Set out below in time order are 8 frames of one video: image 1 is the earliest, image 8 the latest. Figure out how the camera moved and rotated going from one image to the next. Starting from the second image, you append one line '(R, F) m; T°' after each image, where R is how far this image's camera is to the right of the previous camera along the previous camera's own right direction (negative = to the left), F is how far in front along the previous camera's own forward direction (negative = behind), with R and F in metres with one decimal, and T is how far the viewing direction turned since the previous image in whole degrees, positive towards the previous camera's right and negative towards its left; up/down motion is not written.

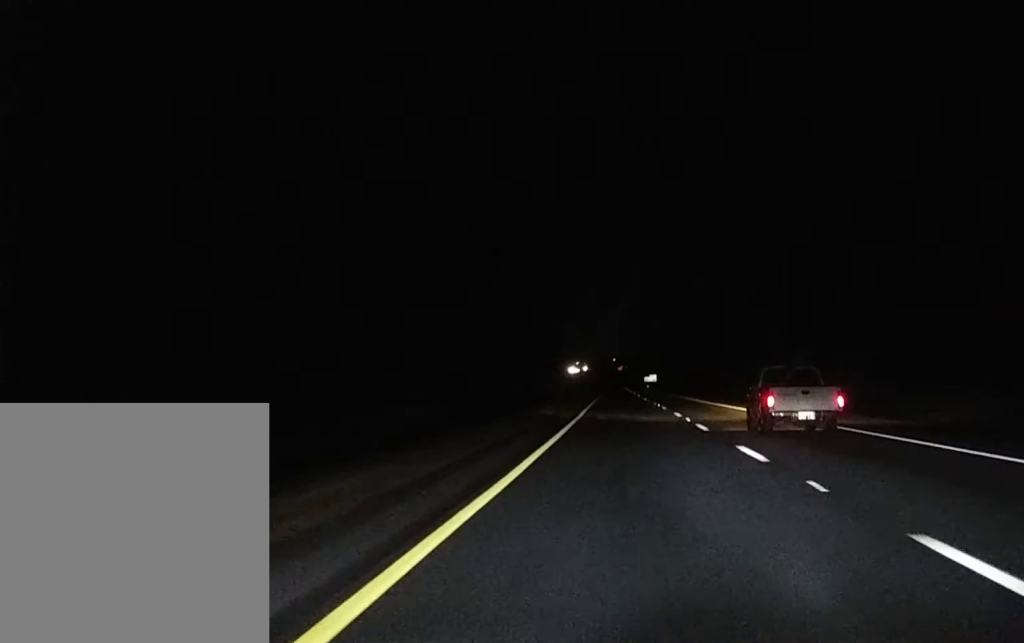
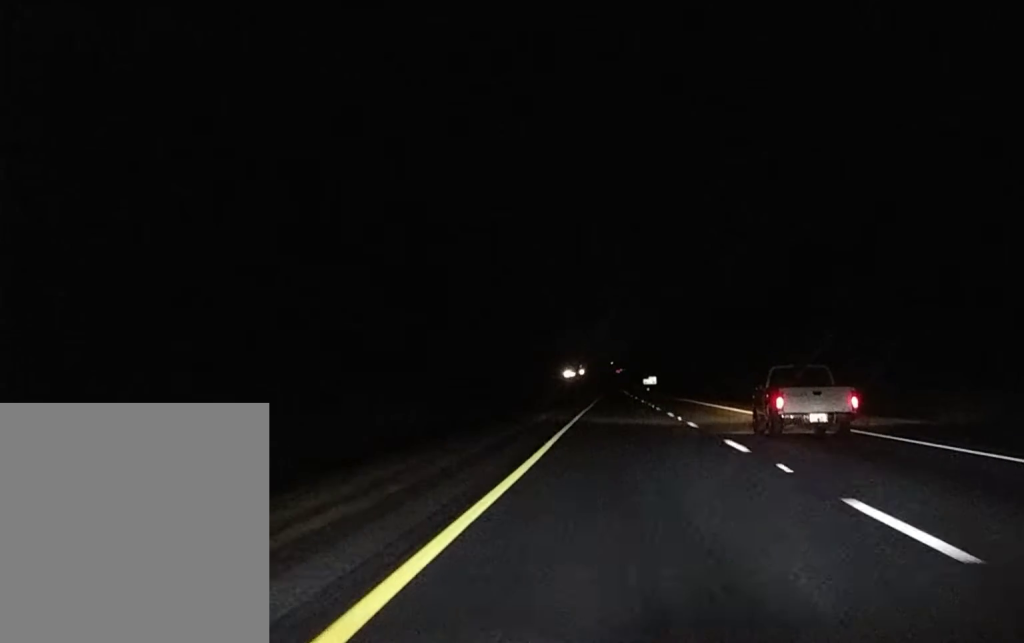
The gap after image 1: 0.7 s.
(0.0, +19.0) m; 0°
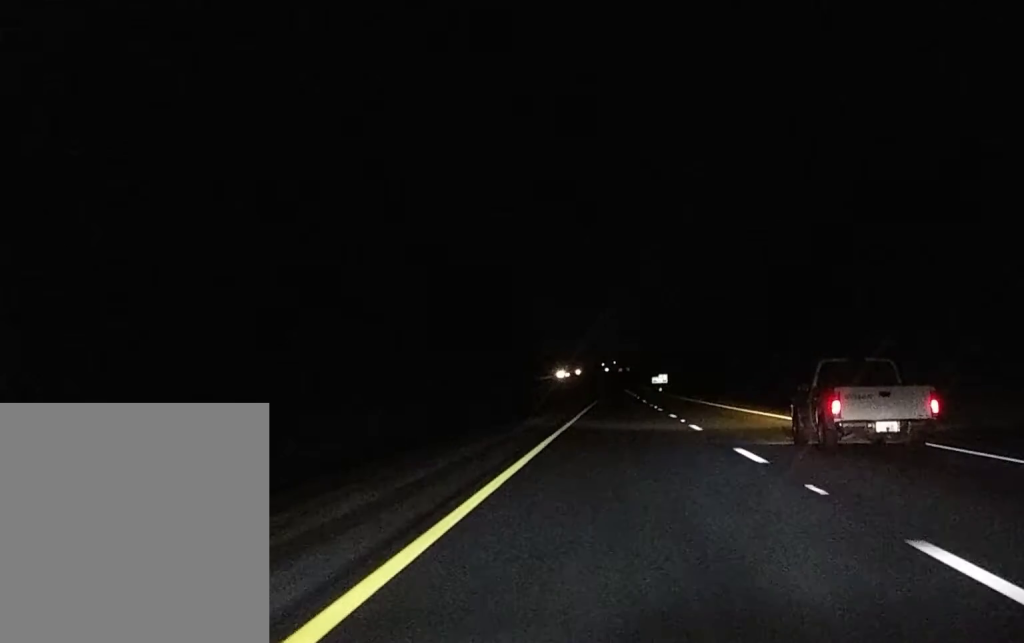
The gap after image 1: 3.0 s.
(-0.4, +72.7) m; 0°
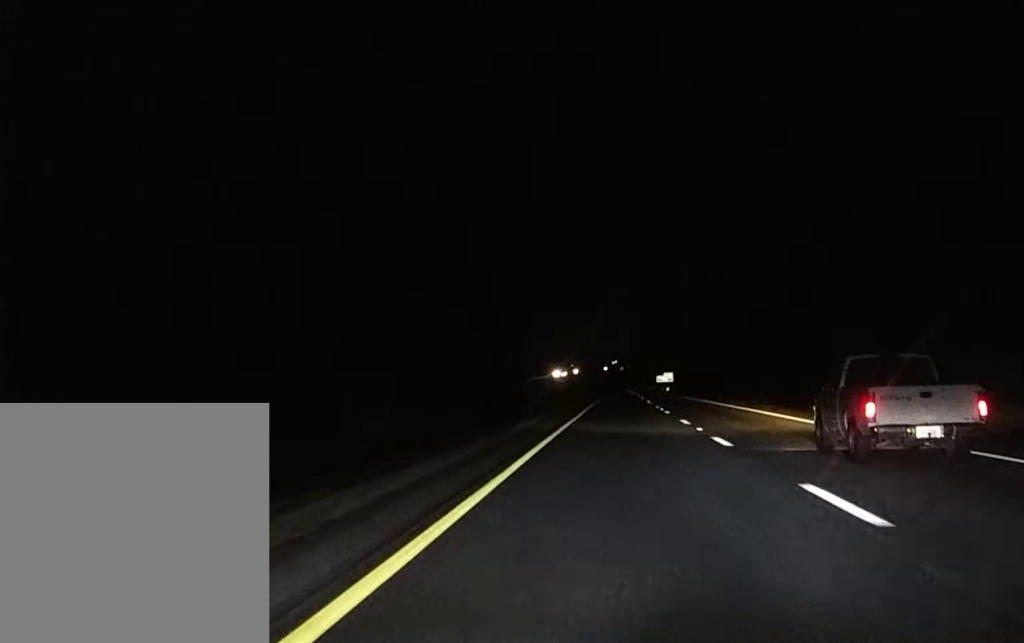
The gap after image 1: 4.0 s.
(+0.1, +36.5) m; 0°
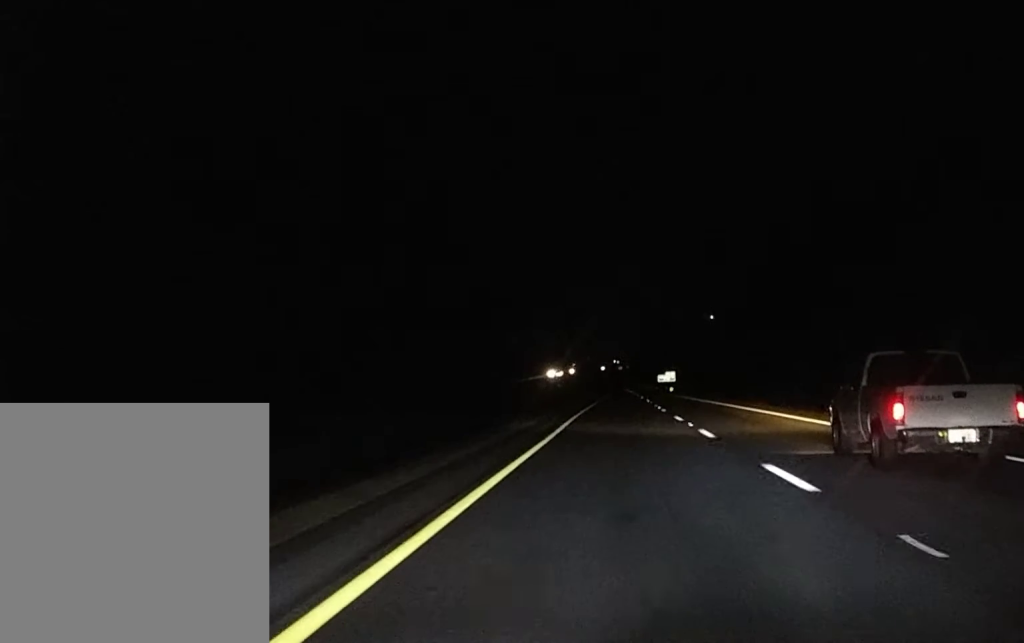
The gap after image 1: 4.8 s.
(+0.1, +26.4) m; 0°
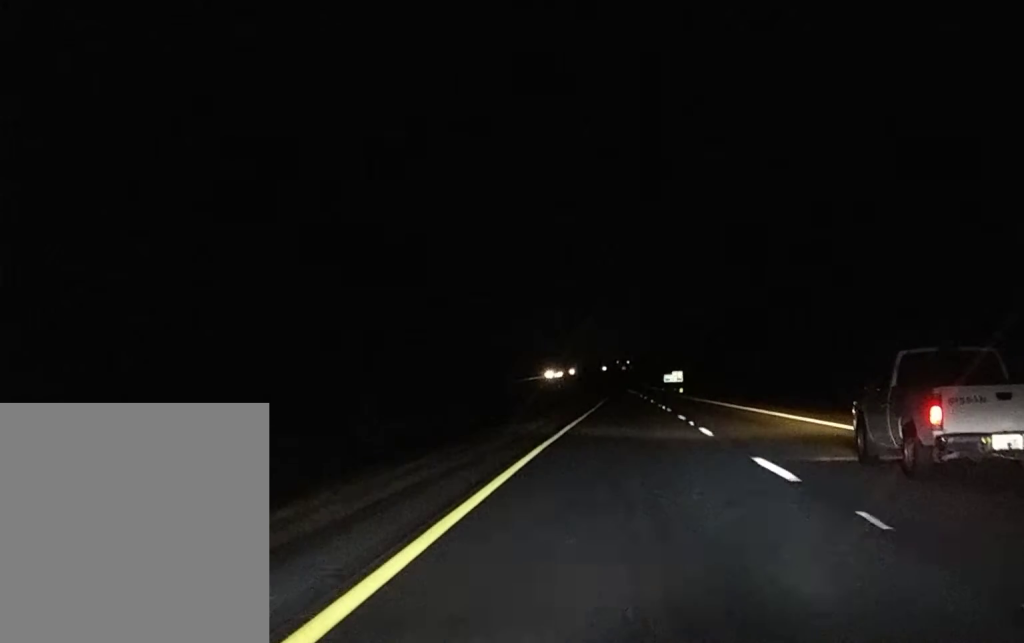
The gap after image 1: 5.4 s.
(0.0, +23.3) m; 0°
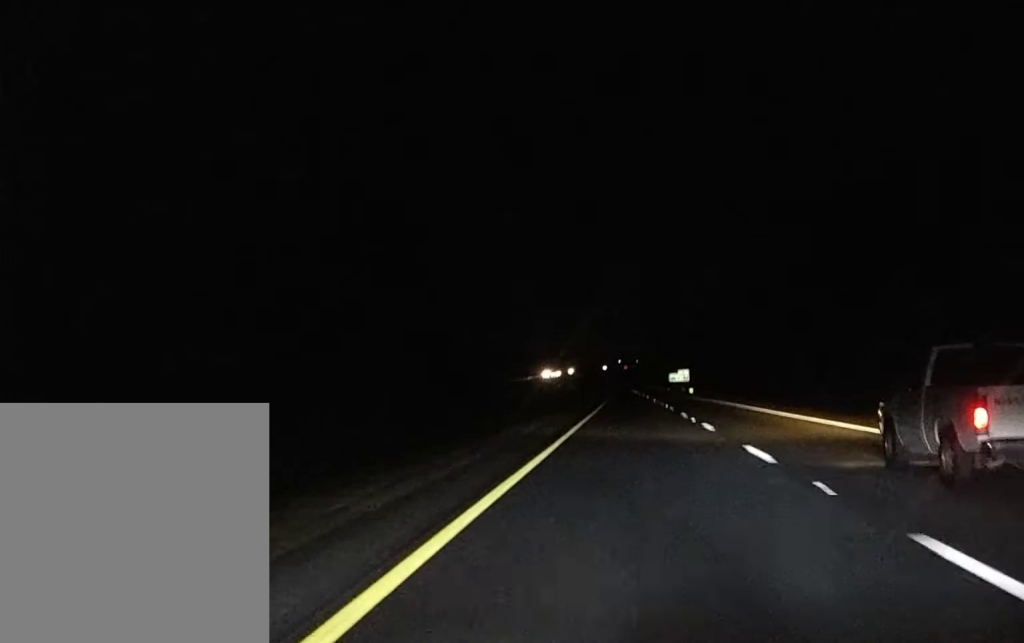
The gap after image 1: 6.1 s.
(-0.2, +21.1) m; 0°
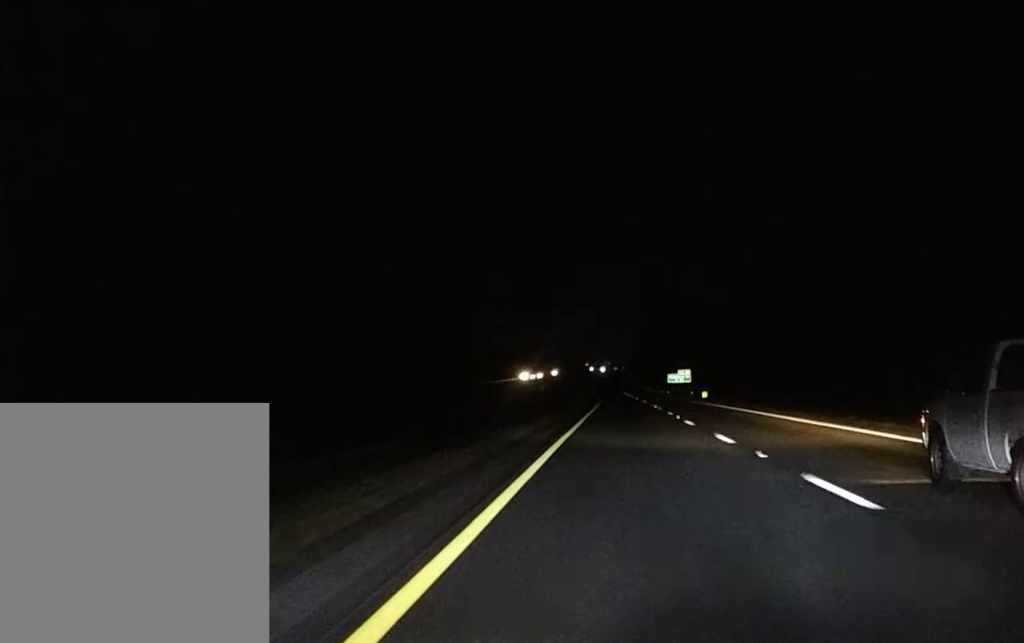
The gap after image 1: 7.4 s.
(+0.3, +43.5) m; 0°
